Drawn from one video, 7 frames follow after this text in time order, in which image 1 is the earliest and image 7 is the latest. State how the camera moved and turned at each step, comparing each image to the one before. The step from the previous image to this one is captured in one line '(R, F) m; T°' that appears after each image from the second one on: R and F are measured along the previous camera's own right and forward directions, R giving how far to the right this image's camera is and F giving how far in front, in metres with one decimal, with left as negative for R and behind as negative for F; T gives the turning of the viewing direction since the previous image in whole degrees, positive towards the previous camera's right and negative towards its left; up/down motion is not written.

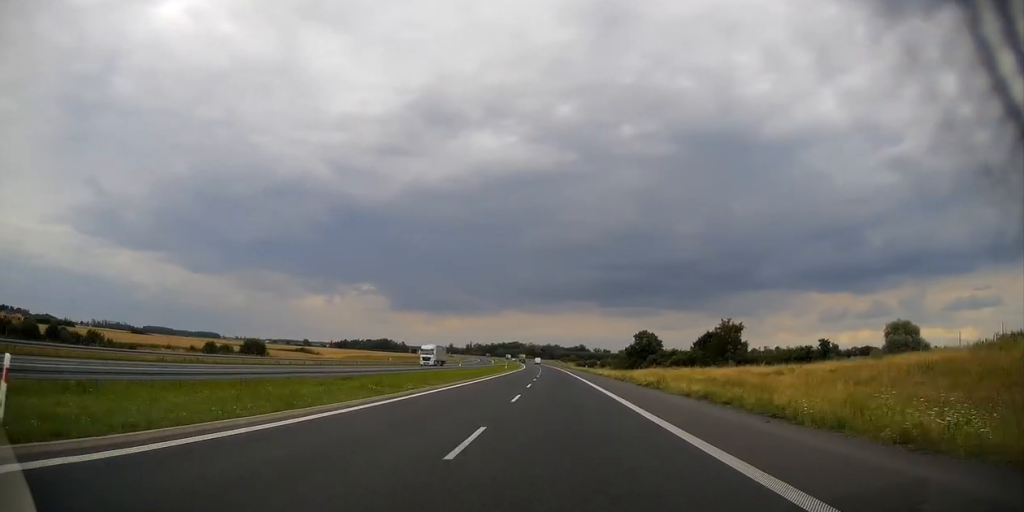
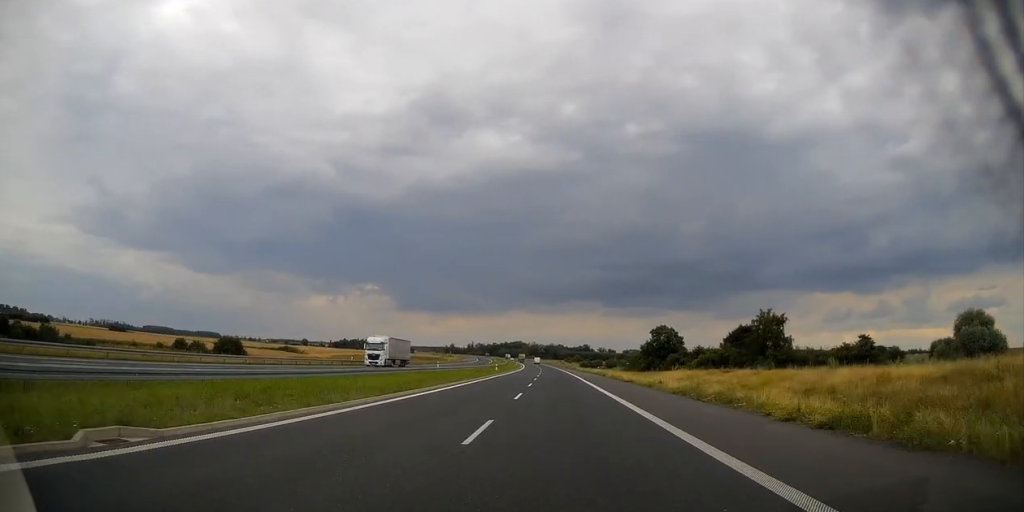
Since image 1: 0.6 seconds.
(0.0, +22.7) m; 0°
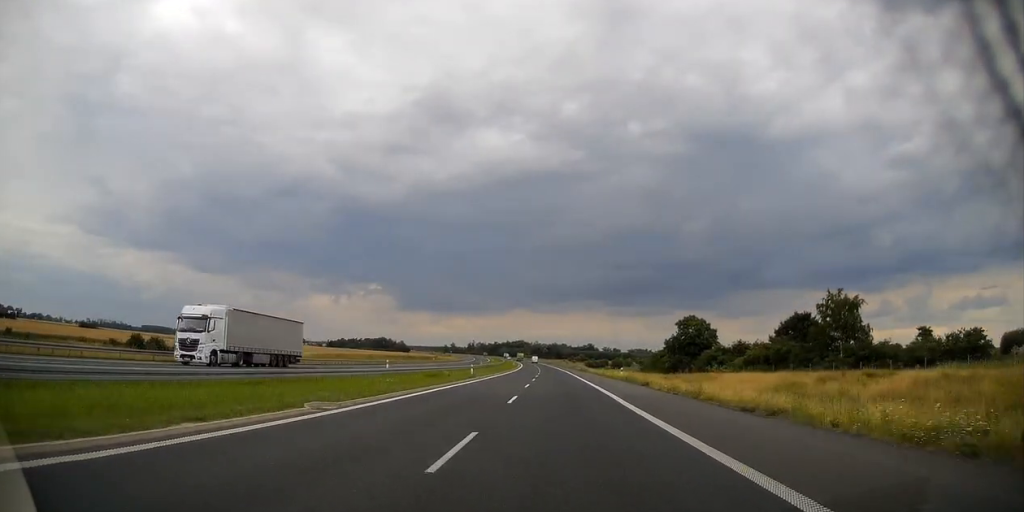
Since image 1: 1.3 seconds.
(0.0, +26.7) m; 0°
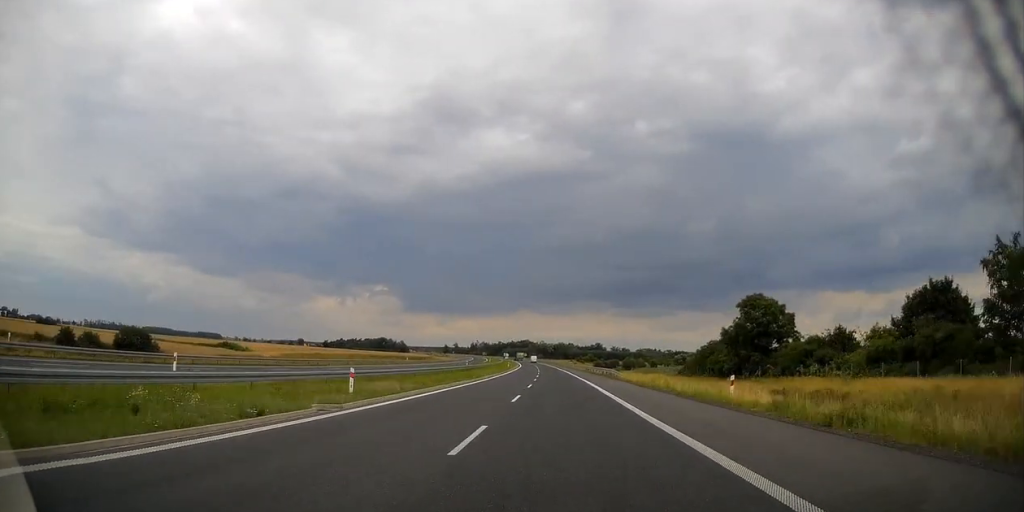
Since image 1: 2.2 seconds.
(-0.2, +34.7) m; -1°
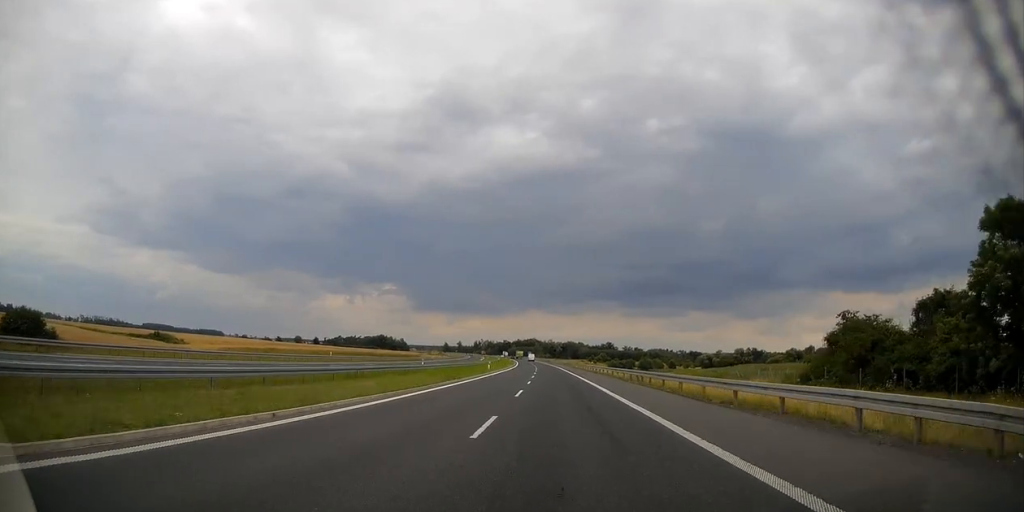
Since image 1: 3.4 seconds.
(-0.5, +46.8) m; -1°
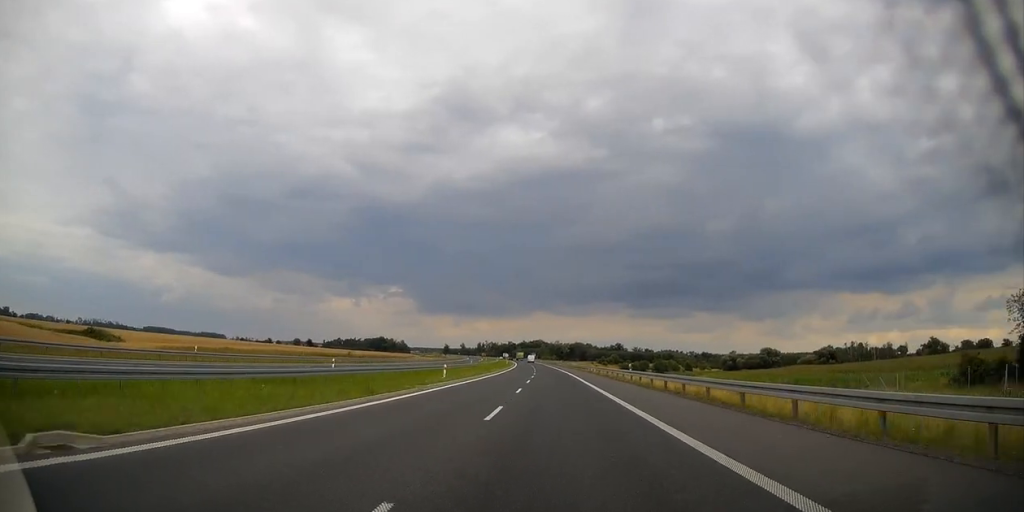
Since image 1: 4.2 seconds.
(-0.2, +32.8) m; -1°
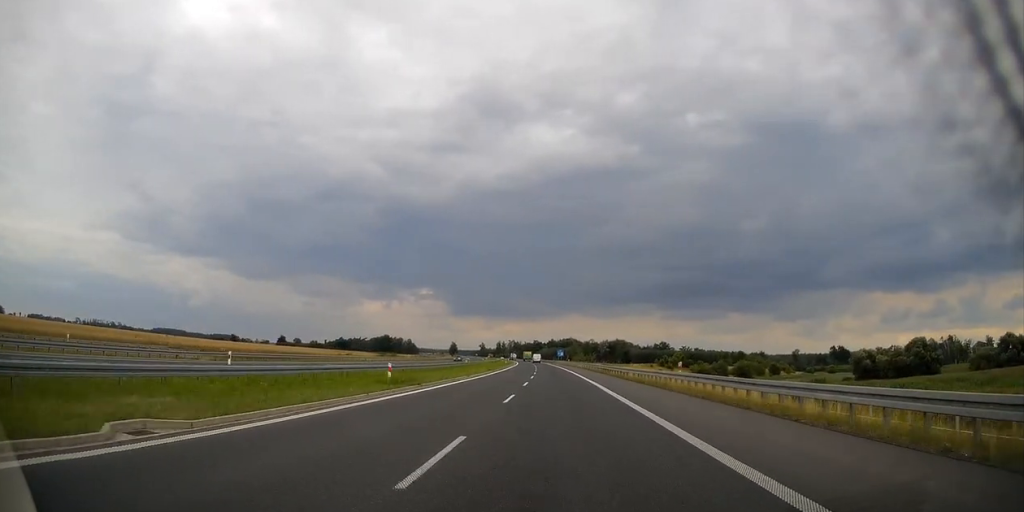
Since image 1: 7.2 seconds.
(-2.3, +117.0) m; -3°
